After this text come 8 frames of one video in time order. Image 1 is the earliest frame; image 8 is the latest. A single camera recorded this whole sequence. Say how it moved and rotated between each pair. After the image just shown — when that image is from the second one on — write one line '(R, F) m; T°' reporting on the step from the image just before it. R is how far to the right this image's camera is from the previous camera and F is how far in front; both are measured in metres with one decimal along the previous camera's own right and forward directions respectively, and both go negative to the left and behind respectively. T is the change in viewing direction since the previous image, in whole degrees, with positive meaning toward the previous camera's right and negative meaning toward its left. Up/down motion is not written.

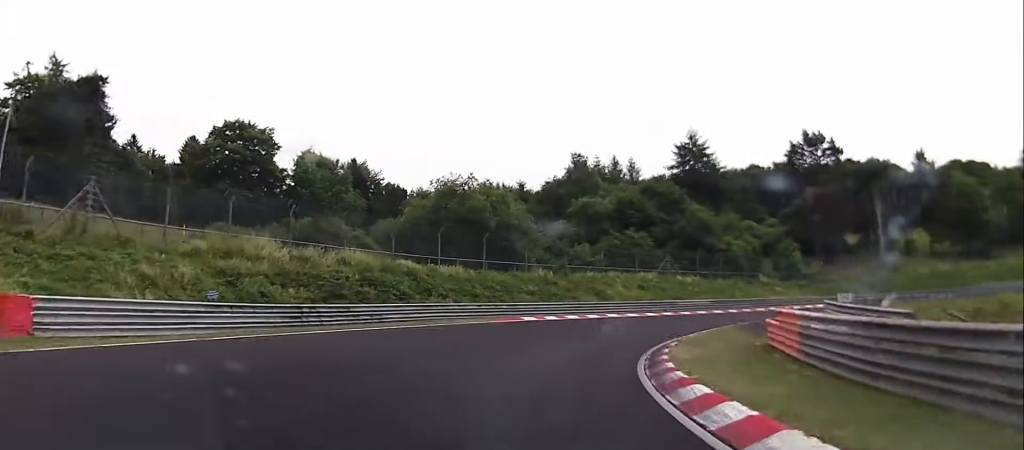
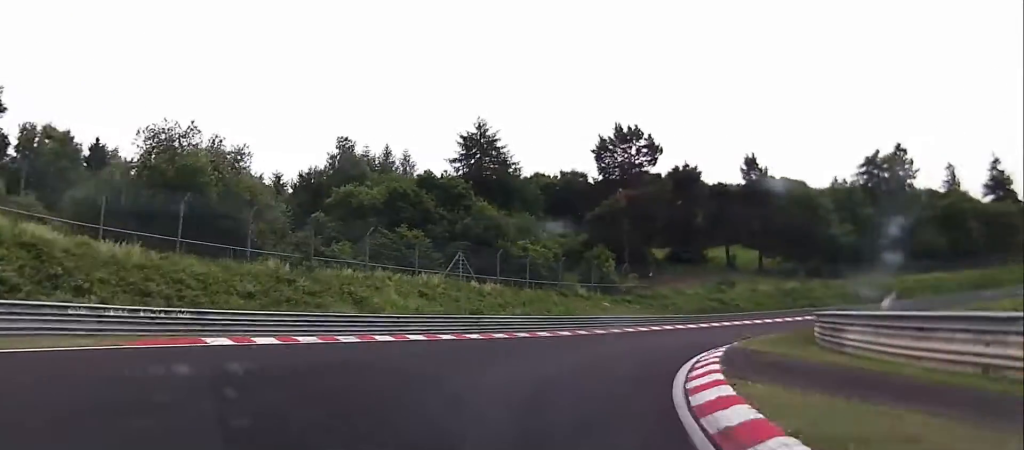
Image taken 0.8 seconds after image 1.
(+5.1, +17.2) m; +24°
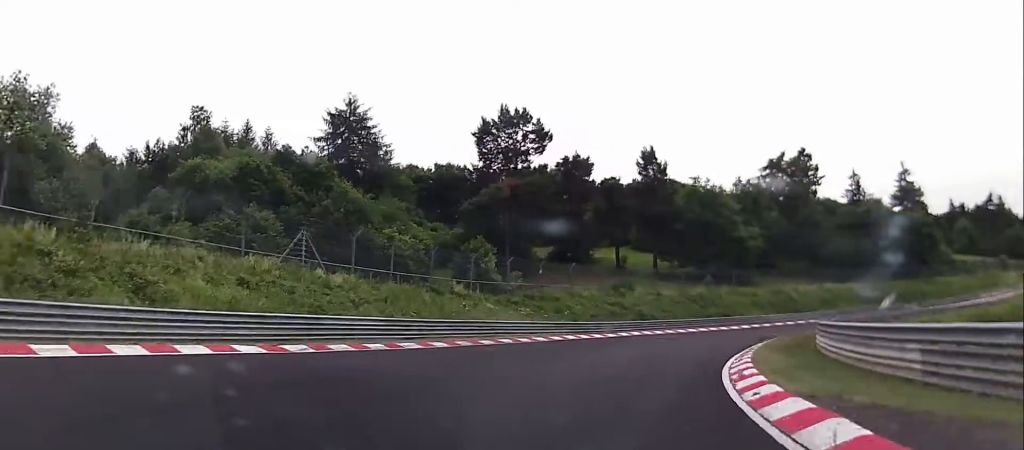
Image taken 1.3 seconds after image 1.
(+1.5, +10.3) m; +11°
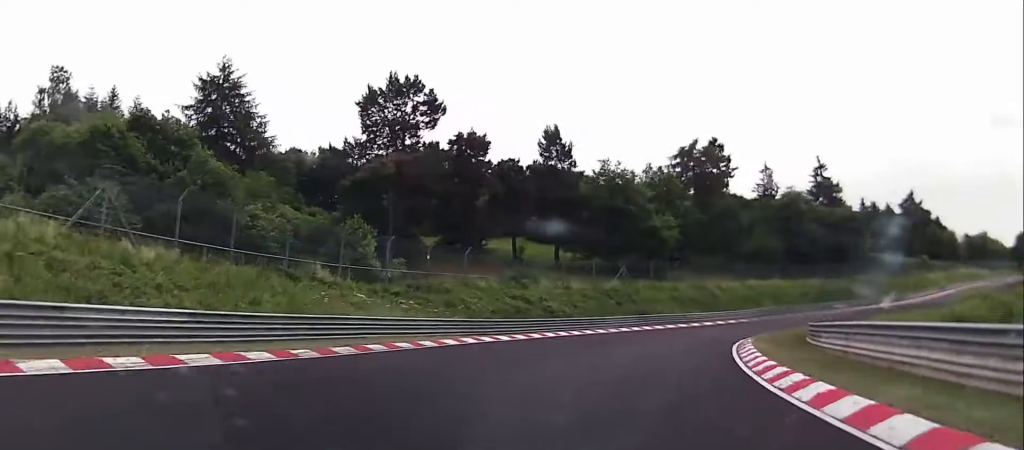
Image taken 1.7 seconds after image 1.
(0.0, +10.1) m; +10°
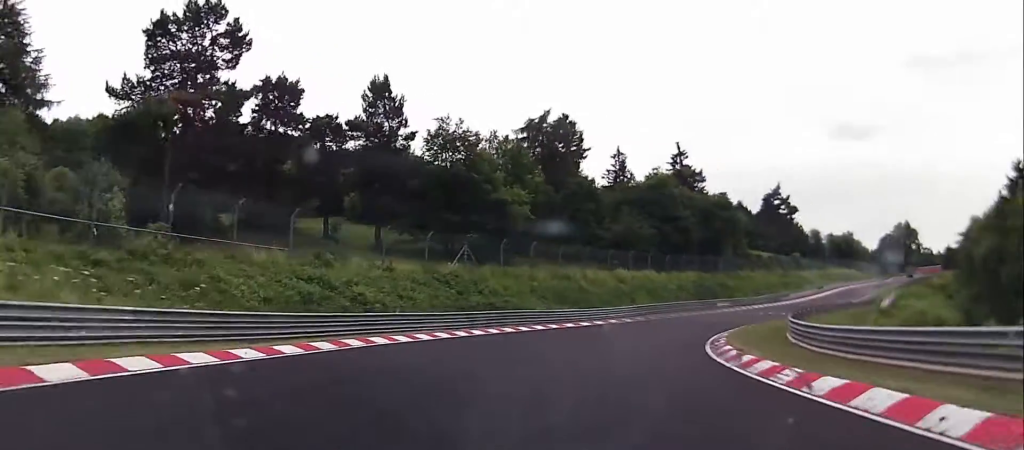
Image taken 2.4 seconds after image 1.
(+2.8, +15.5) m; +14°
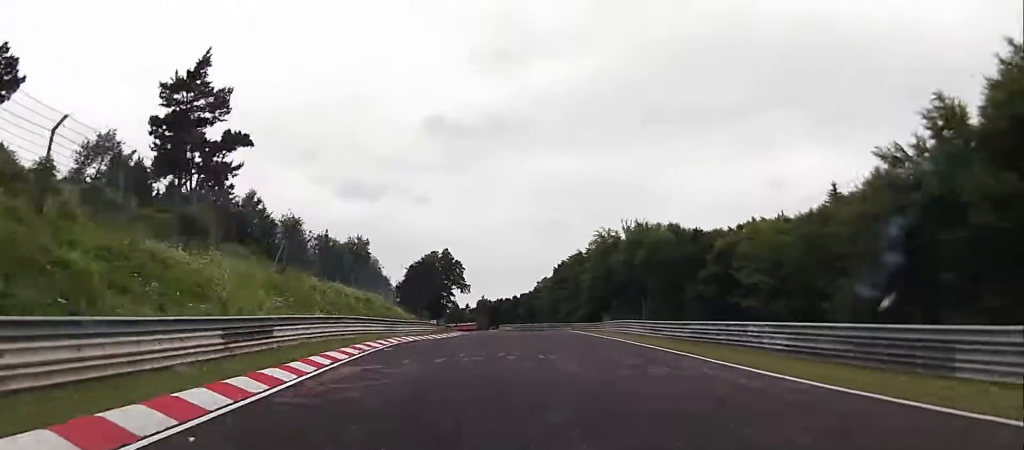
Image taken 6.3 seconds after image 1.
(+43.9, +91.2) m; +36°
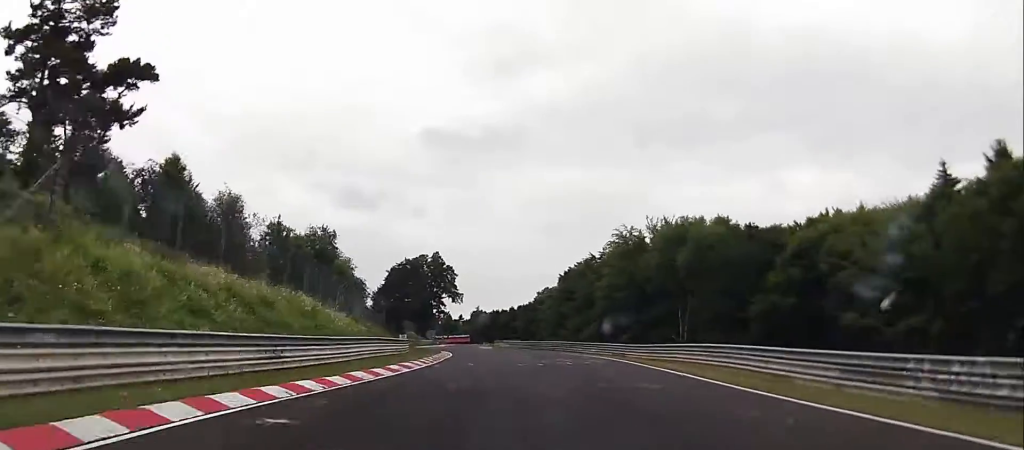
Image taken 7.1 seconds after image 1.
(+0.4, +20.9) m; 0°
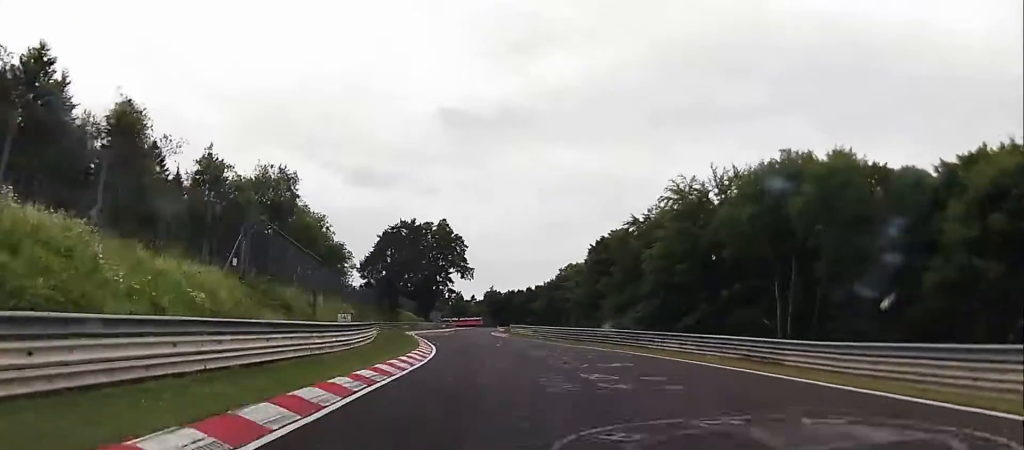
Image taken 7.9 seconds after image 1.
(-0.3, +23.5) m; 0°
